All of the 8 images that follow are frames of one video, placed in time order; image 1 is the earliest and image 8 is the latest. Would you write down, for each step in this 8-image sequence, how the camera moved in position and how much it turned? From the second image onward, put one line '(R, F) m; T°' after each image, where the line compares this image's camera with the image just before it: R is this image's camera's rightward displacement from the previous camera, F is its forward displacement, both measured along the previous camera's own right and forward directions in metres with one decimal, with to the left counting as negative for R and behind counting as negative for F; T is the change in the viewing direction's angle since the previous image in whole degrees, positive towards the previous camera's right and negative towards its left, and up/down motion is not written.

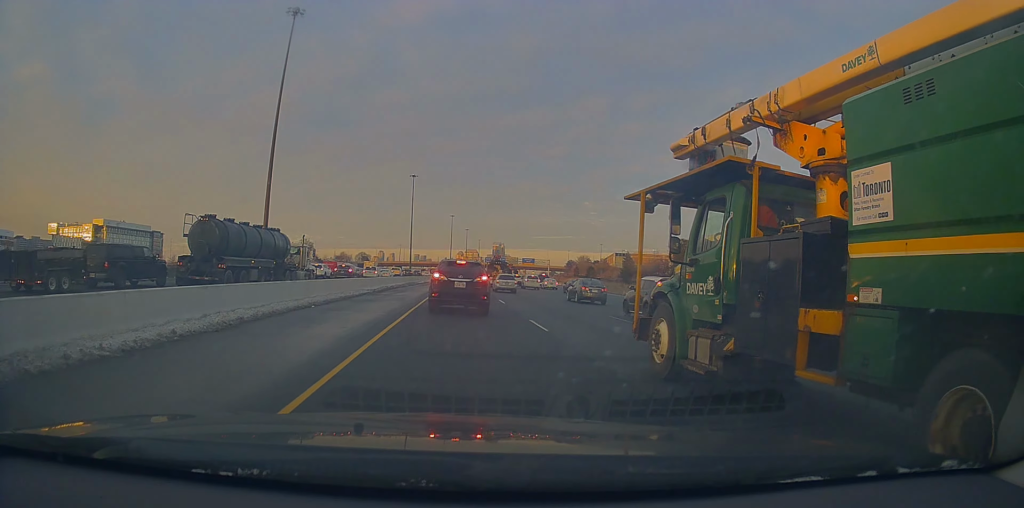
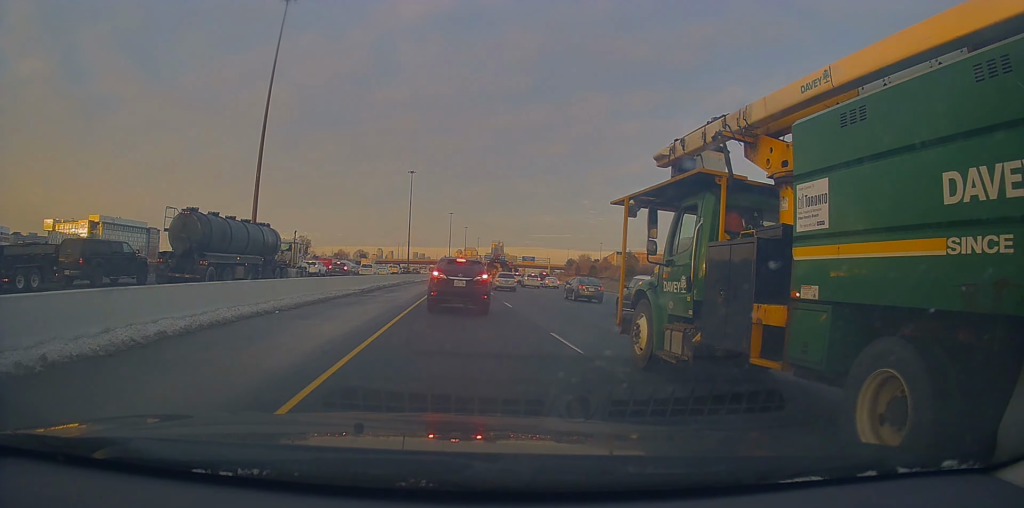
(+0.1, +4.0) m; -1°
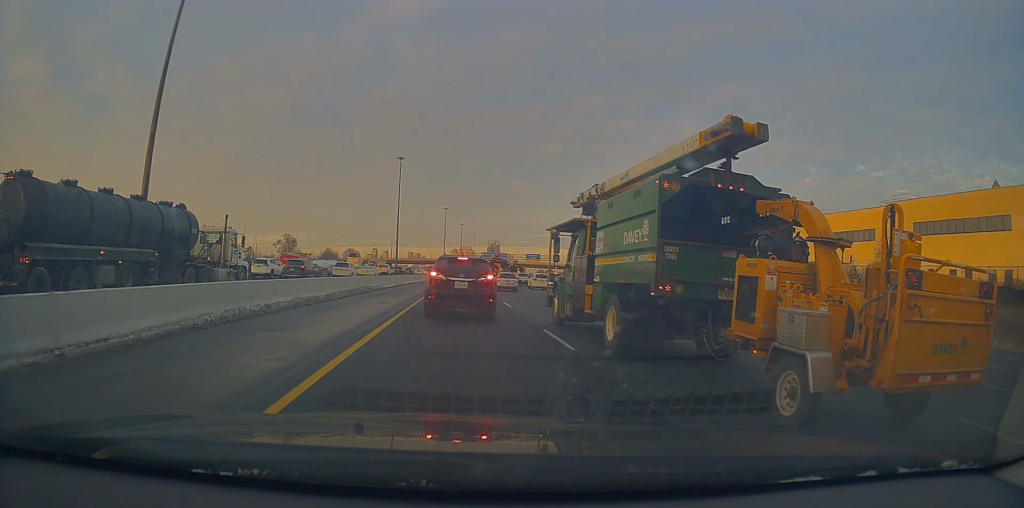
(+0.1, +25.6) m; 0°
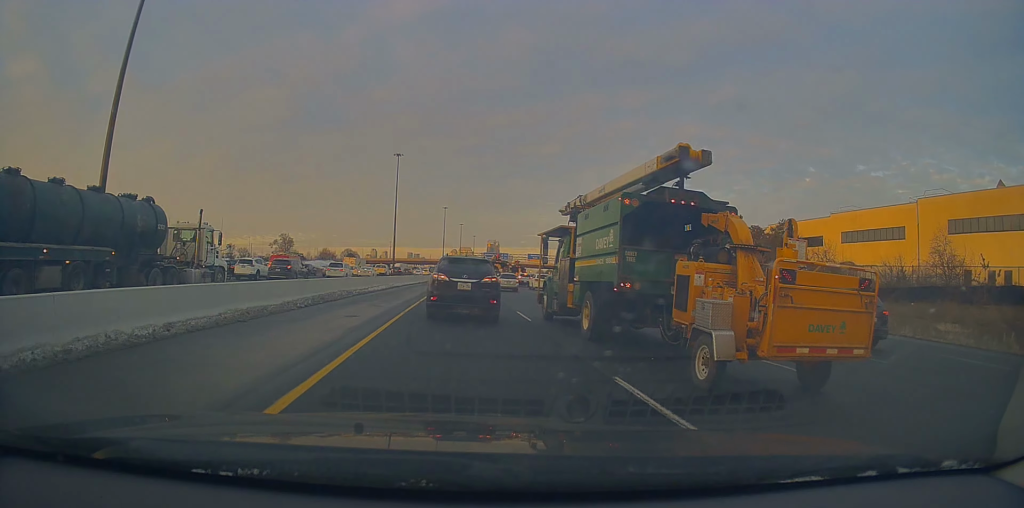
(+0.2, +6.1) m; +2°
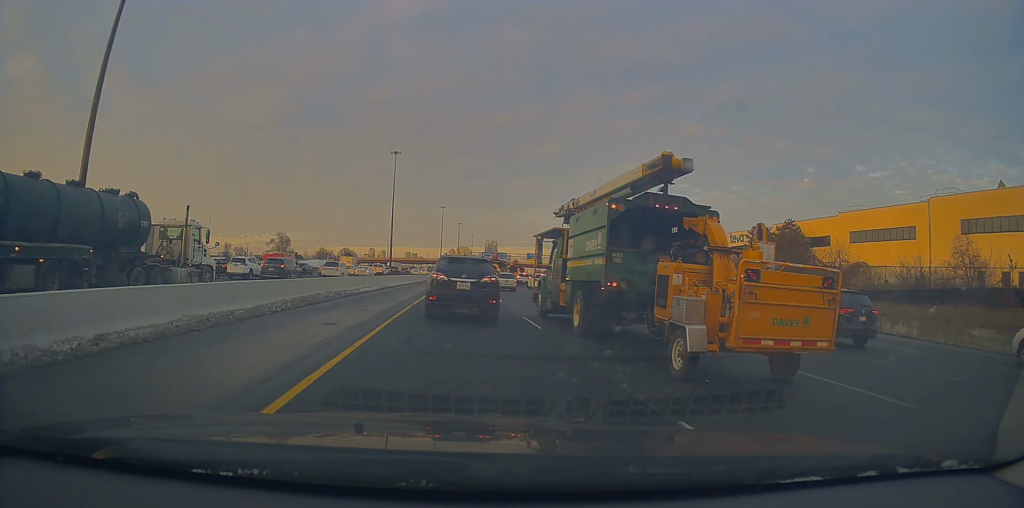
(+0.3, +2.4) m; 0°
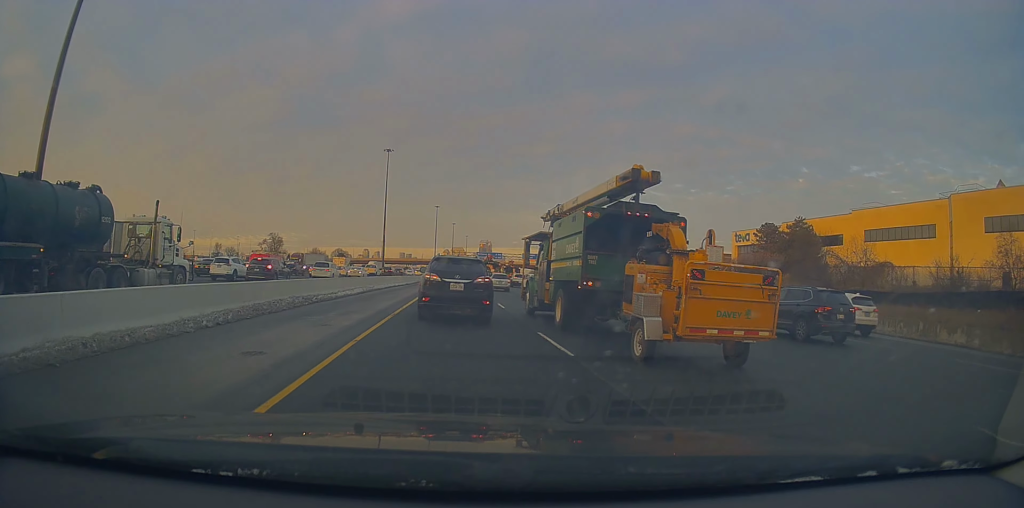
(-0.3, +4.4) m; -1°
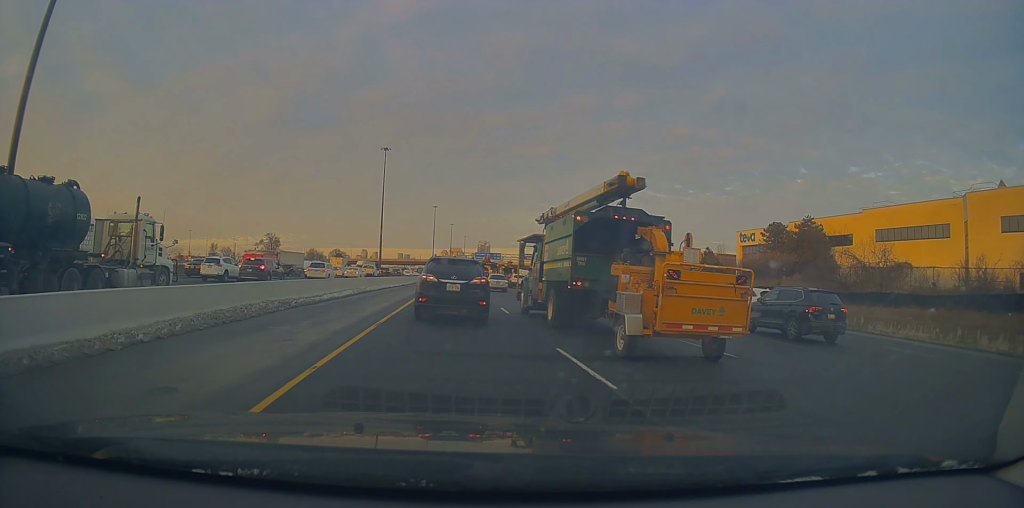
(-0.2, +2.7) m; -1°
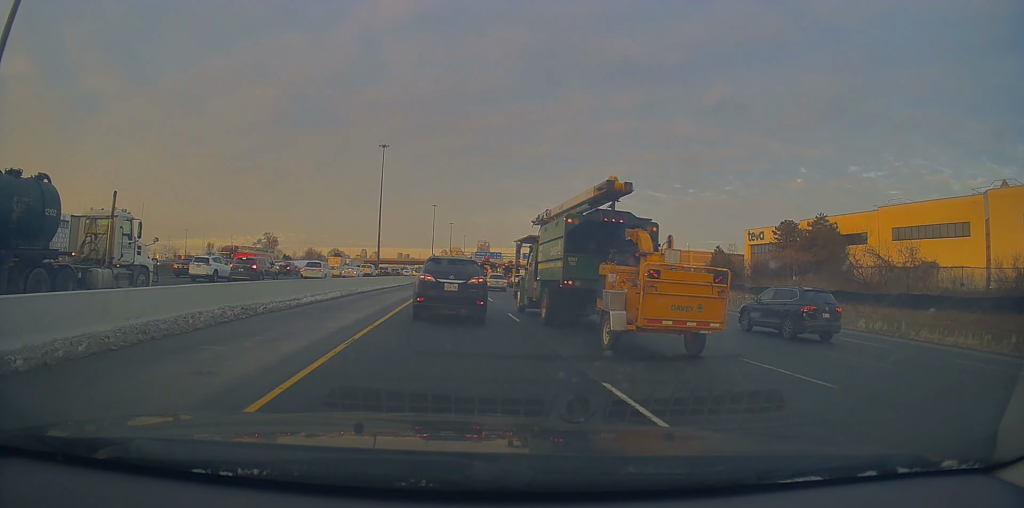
(+0.3, +3.2) m; +1°
